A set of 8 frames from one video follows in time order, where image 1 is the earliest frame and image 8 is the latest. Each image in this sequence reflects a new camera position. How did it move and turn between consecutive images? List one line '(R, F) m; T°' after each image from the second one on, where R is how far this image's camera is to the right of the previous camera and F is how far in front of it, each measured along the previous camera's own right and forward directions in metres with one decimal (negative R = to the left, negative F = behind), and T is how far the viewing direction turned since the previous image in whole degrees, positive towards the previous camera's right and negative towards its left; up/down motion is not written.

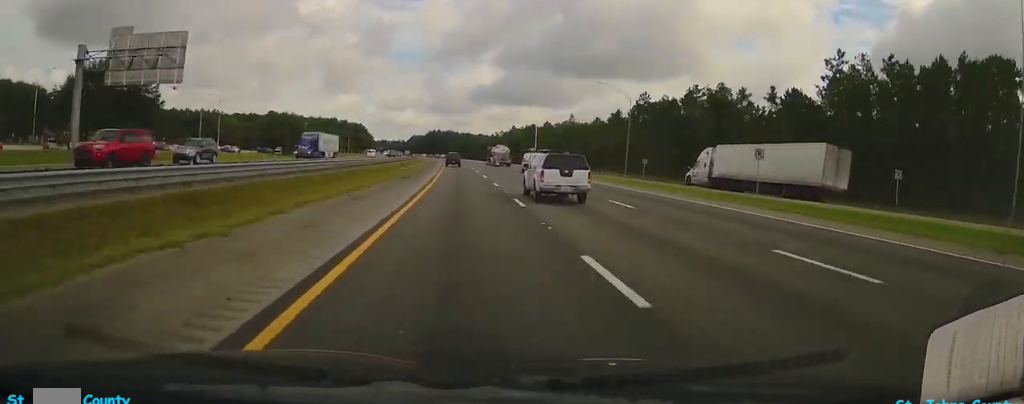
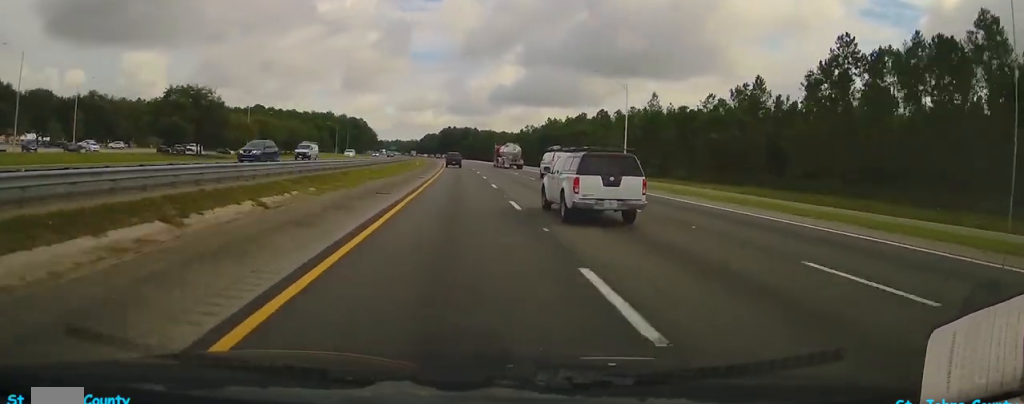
(-0.2, +74.2) m; -2°
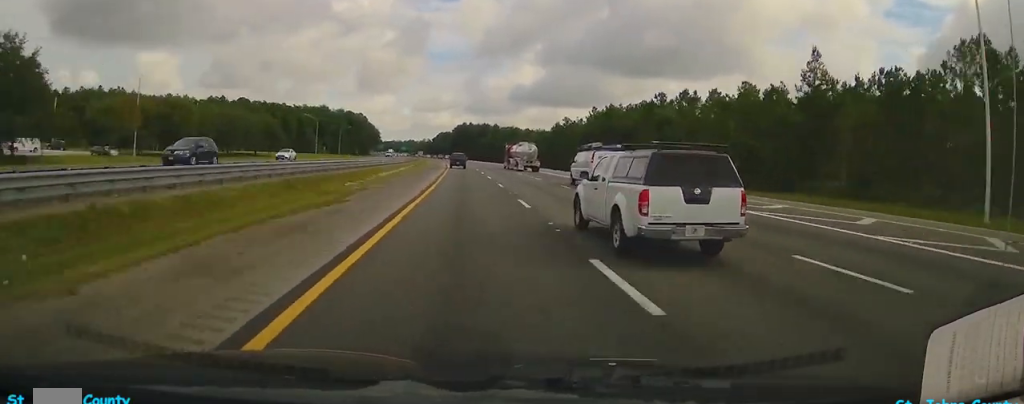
(-1.7, +60.2) m; -1°
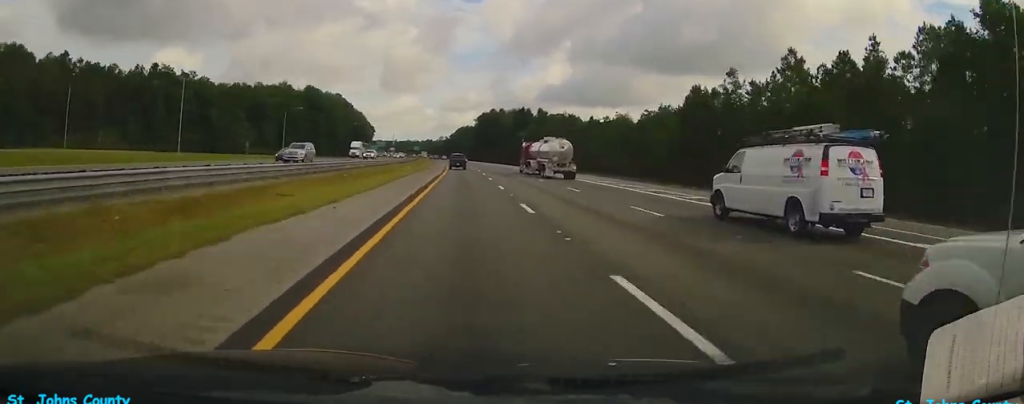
(-2.9, +111.1) m; -2°
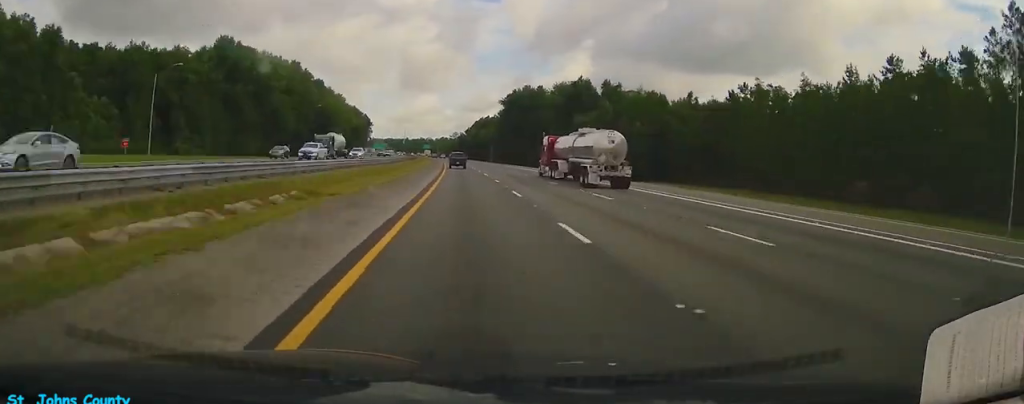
(-0.5, +79.1) m; -1°
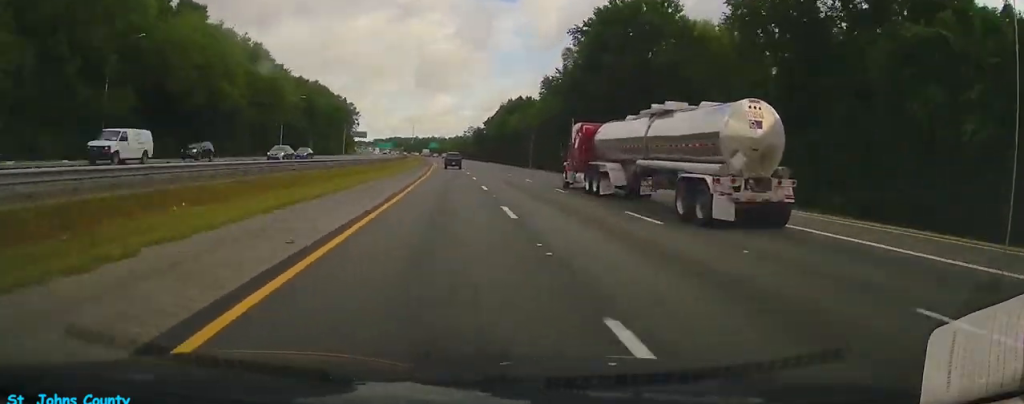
(-1.4, +92.9) m; -2°
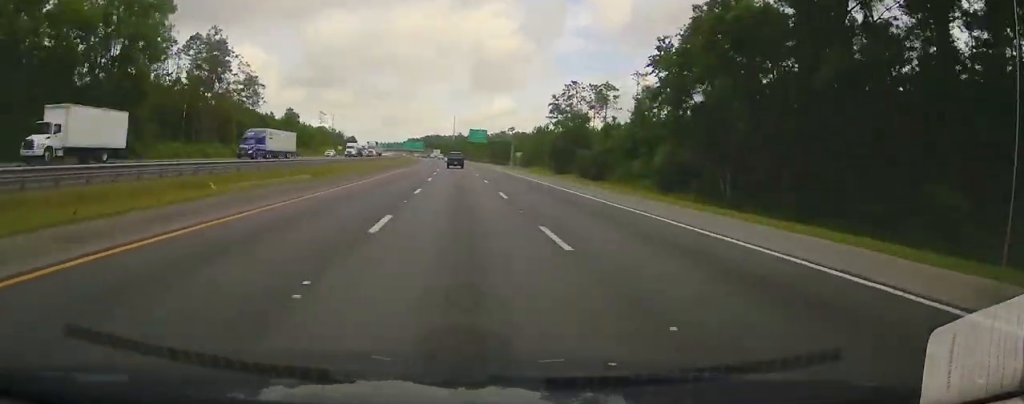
(-11.5, +208.7) m; -6°
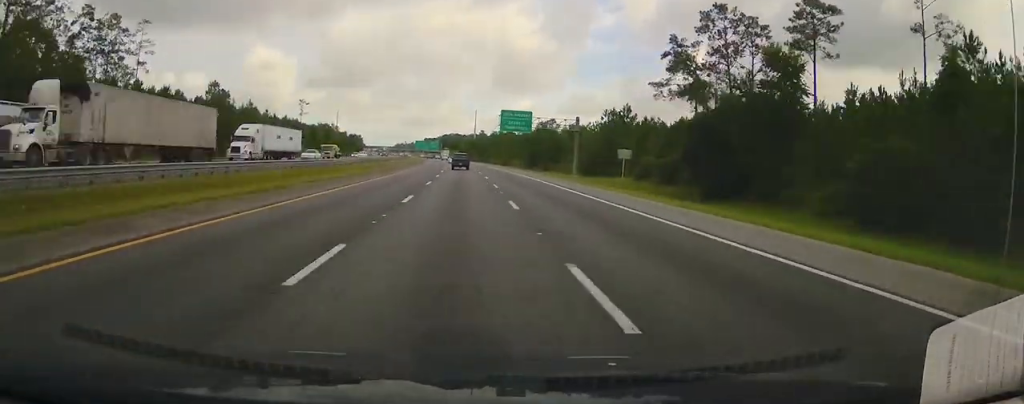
(-1.1, +65.0) m; -2°
